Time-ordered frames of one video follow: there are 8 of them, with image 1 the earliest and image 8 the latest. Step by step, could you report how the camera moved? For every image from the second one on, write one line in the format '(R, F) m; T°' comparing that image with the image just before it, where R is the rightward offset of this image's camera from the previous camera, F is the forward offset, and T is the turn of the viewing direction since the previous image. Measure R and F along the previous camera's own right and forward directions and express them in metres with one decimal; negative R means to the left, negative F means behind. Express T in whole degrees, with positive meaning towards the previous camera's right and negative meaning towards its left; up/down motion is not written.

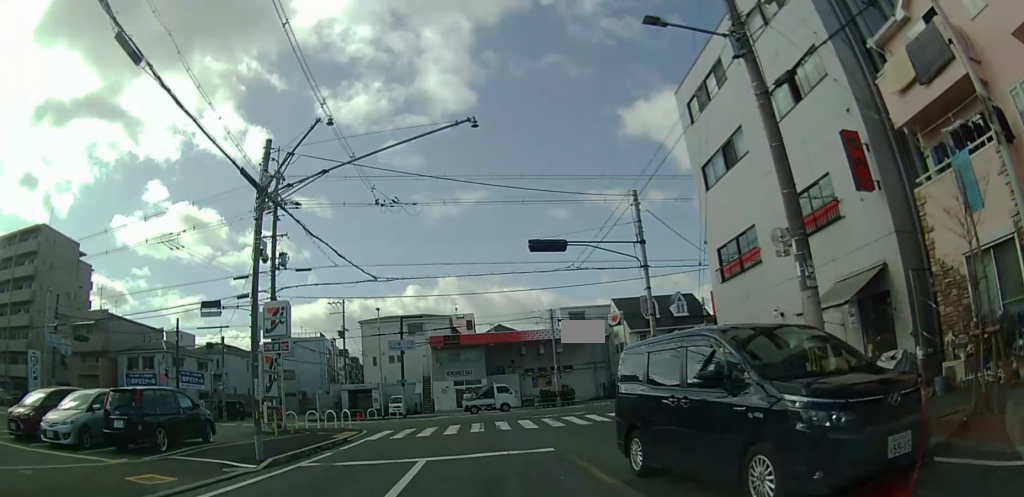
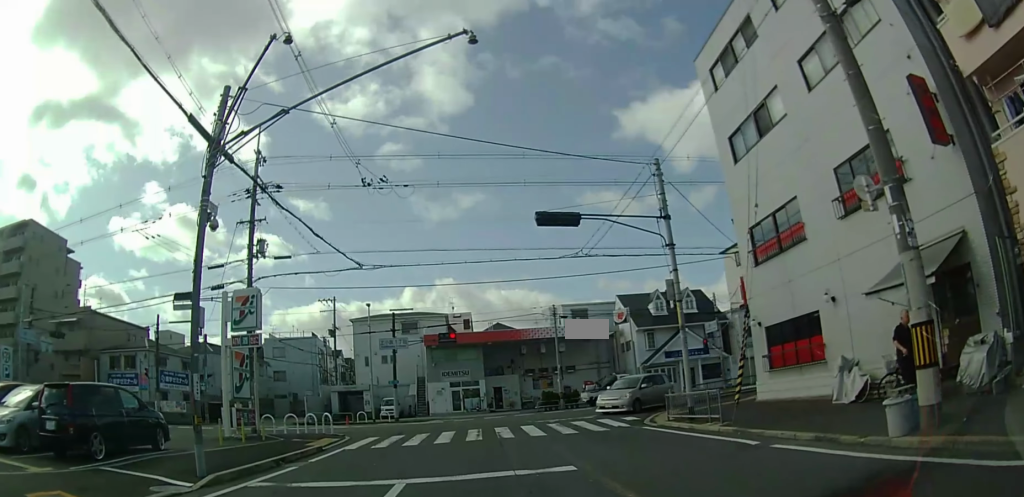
(-0.2, +2.6) m; +5°
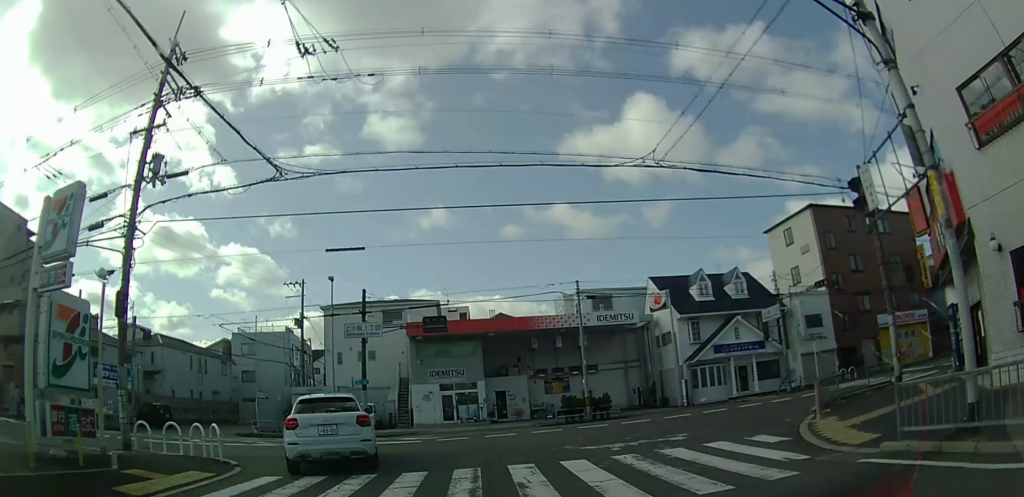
(+0.5, +2.8) m; +21°
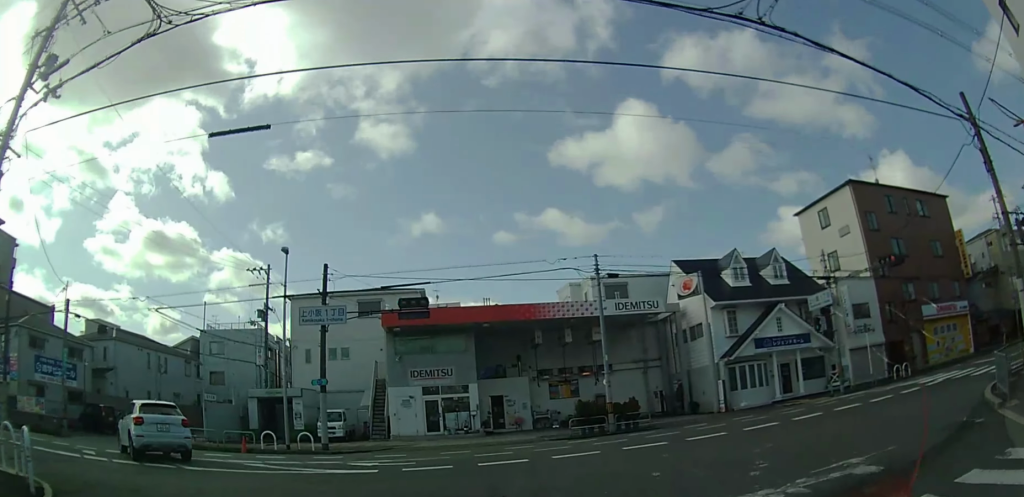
(-0.2, +5.1) m; -3°
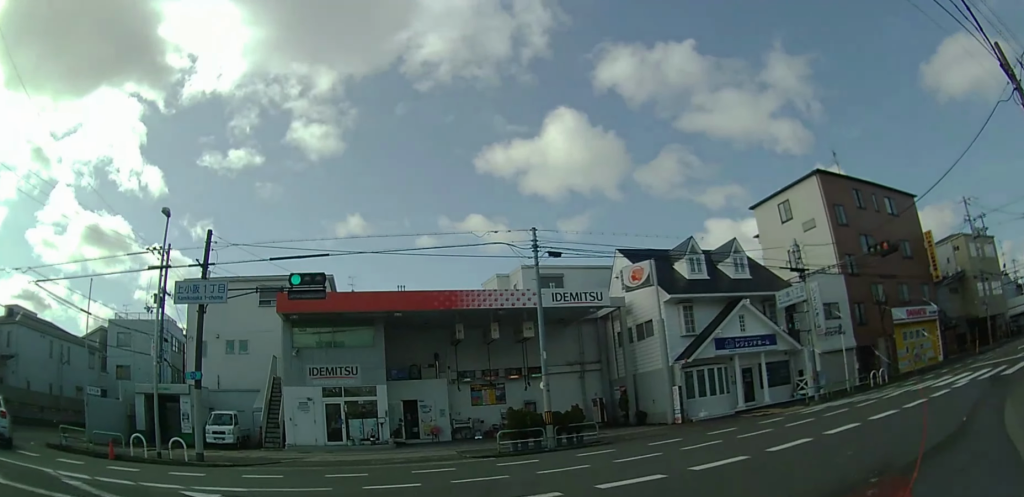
(+0.3, +4.0) m; +13°
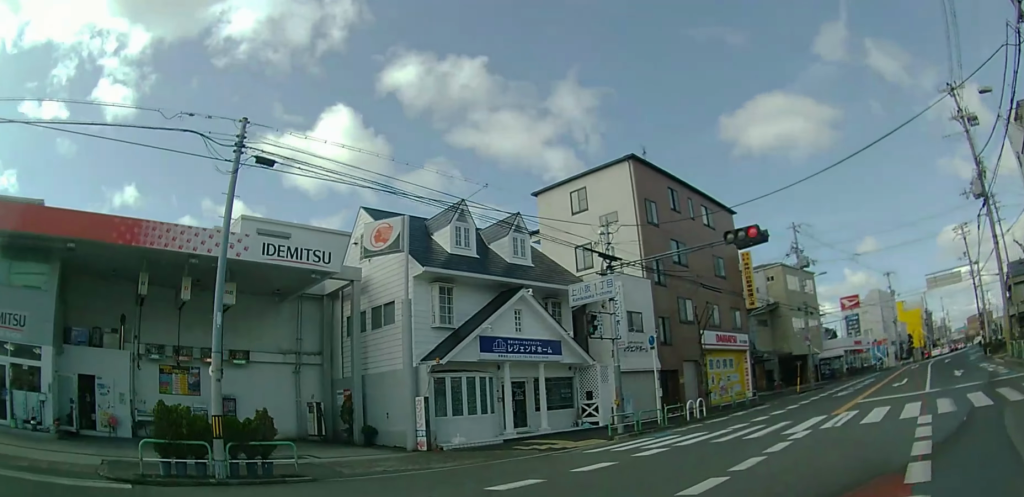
(+1.4, +7.3) m; +22°
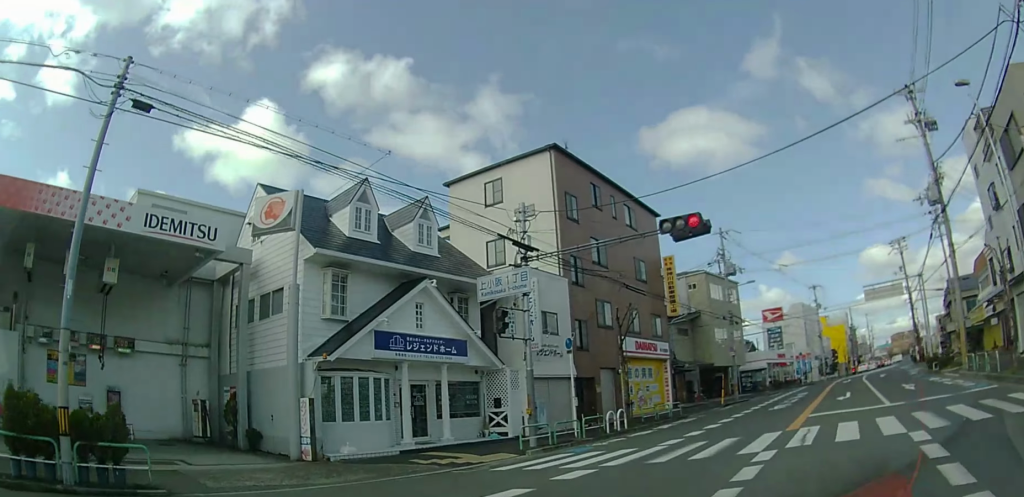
(+0.3, +2.4) m; +5°
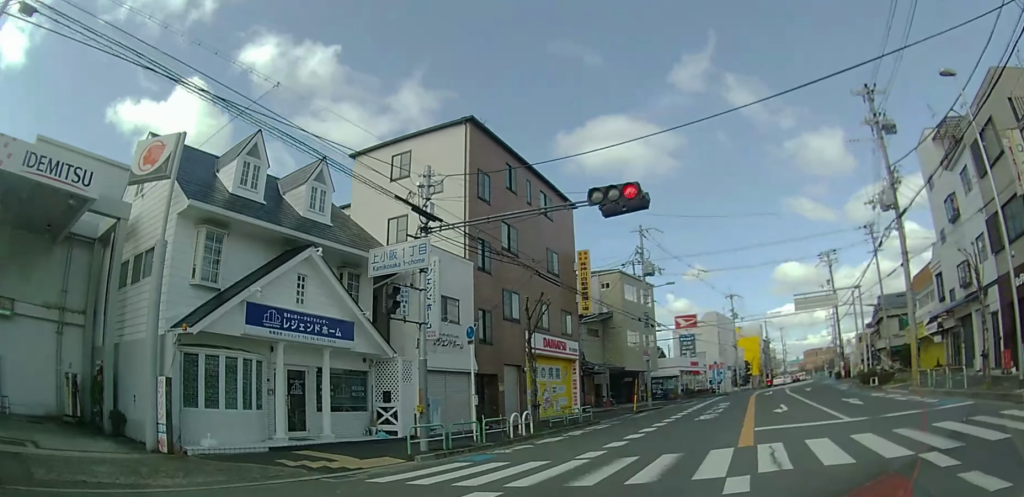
(+0.1, +2.7) m; +6°
